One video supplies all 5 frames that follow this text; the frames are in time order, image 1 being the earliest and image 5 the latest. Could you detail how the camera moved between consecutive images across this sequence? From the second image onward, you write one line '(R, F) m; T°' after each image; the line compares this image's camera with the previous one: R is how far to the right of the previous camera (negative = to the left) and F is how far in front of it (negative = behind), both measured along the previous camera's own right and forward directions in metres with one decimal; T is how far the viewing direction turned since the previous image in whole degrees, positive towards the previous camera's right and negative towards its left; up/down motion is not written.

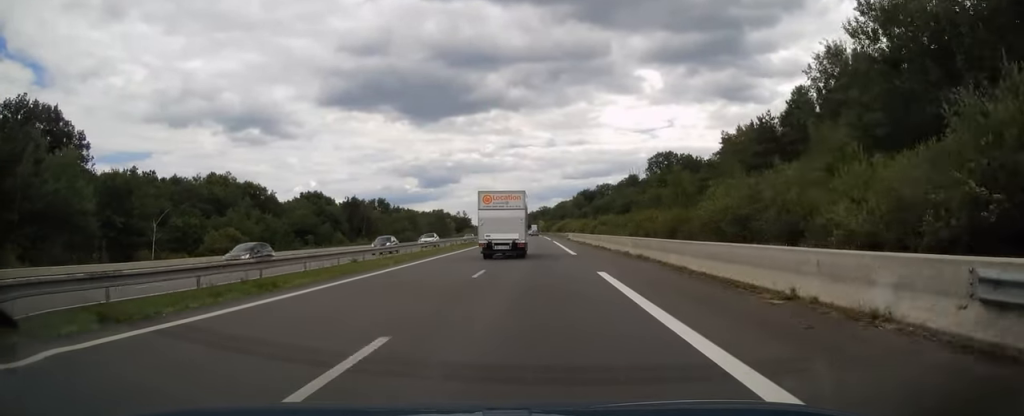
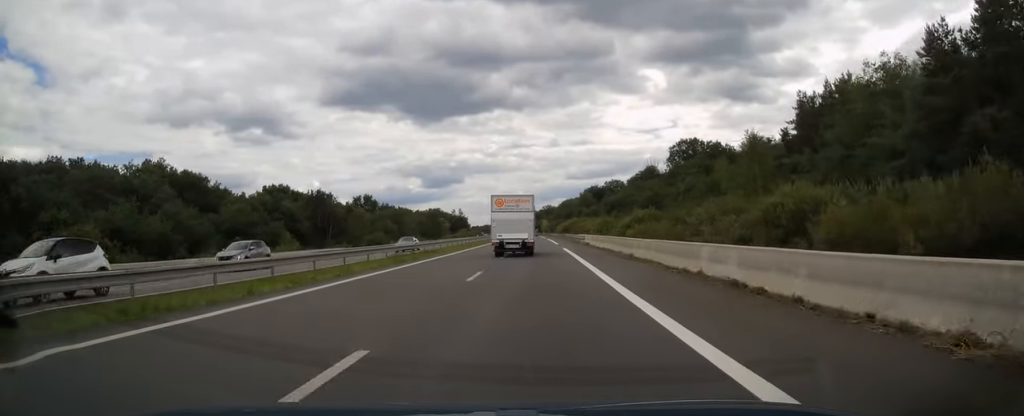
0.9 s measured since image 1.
(-0.1, +27.2) m; 0°
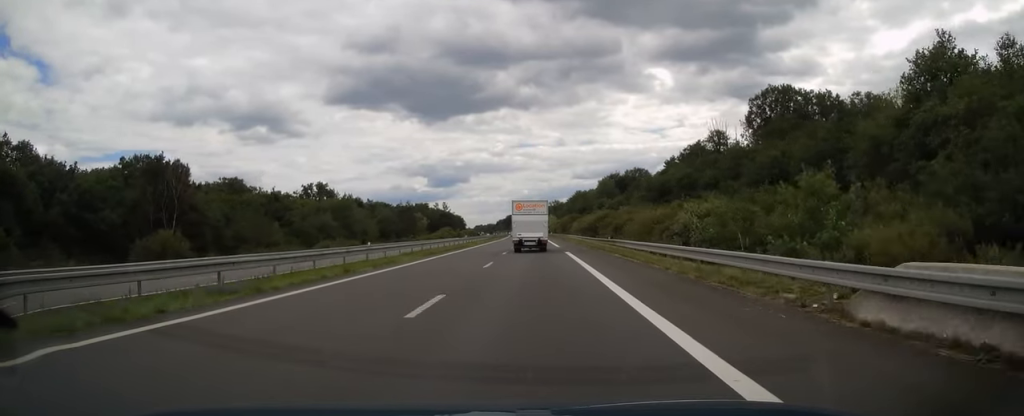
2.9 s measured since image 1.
(-0.4, +59.6) m; -1°
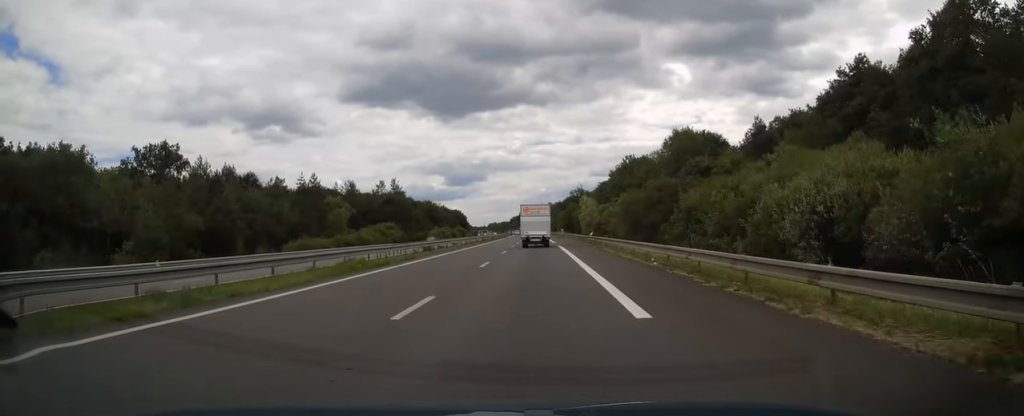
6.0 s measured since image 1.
(-0.6, +92.1) m; -1°
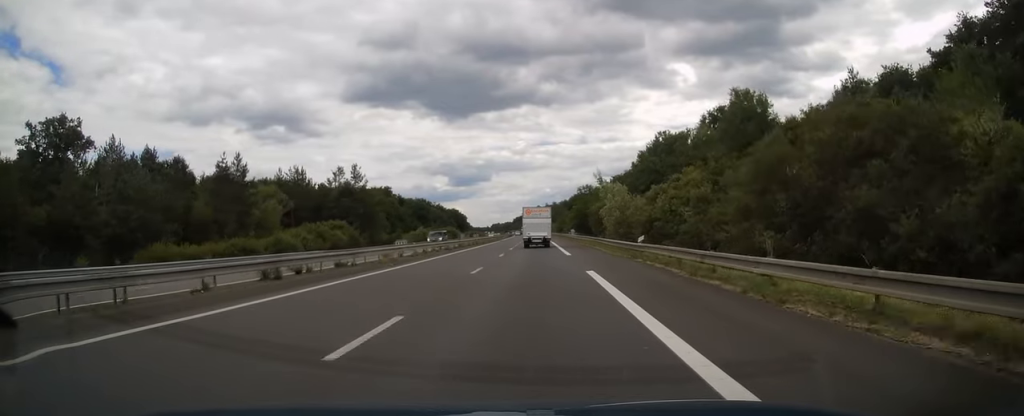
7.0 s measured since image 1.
(-0.2, +29.1) m; -1°
